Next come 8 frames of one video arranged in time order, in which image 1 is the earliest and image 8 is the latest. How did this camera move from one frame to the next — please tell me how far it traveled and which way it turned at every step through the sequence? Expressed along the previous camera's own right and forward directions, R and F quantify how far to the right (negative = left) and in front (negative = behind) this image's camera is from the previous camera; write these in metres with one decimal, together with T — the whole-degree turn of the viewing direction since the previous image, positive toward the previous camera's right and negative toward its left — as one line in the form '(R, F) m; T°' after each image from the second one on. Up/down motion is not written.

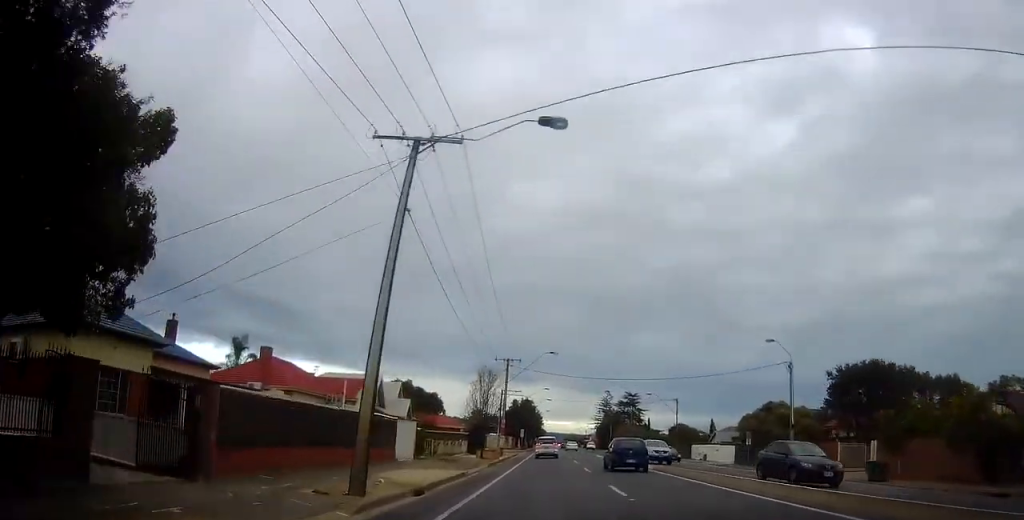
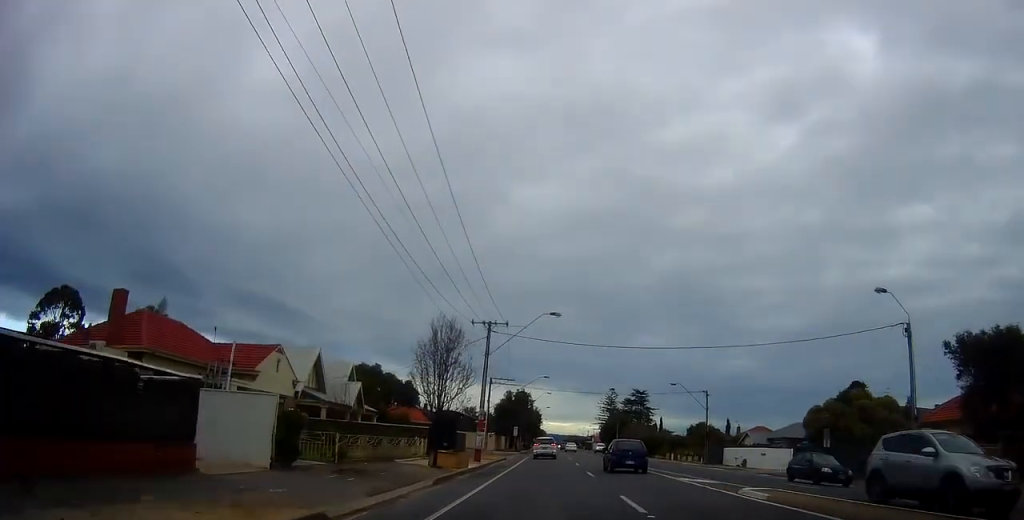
(-0.4, +14.7) m; 0°
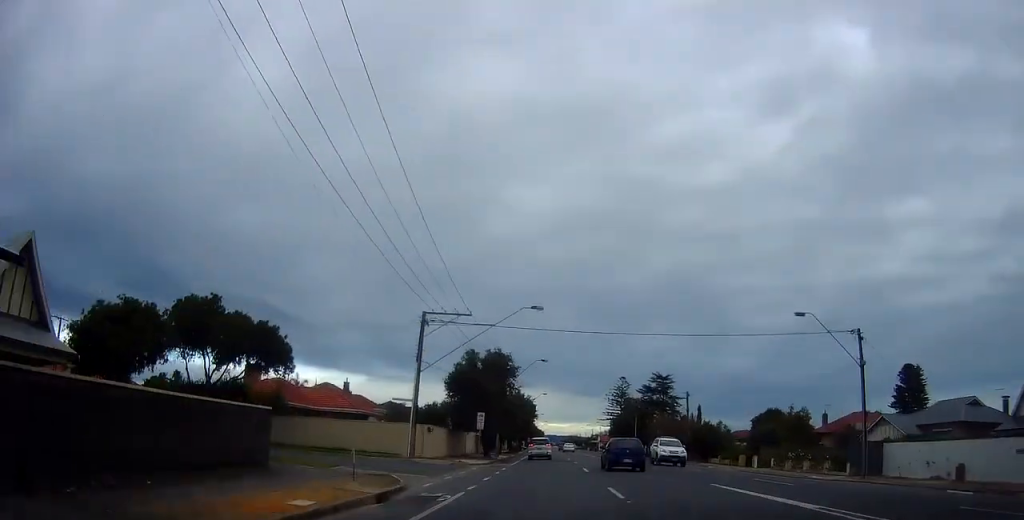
(-0.8, +32.5) m; -1°
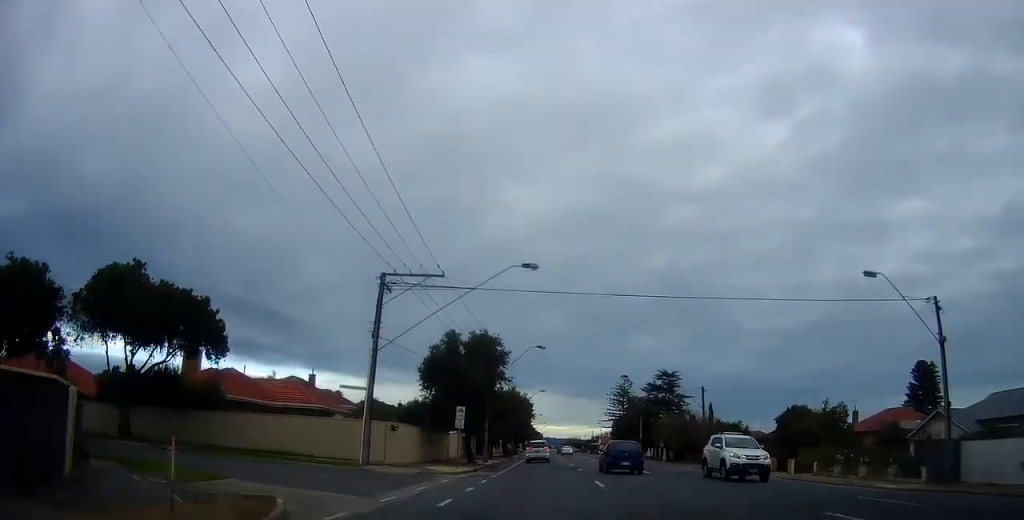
(+0.4, +7.5) m; 0°
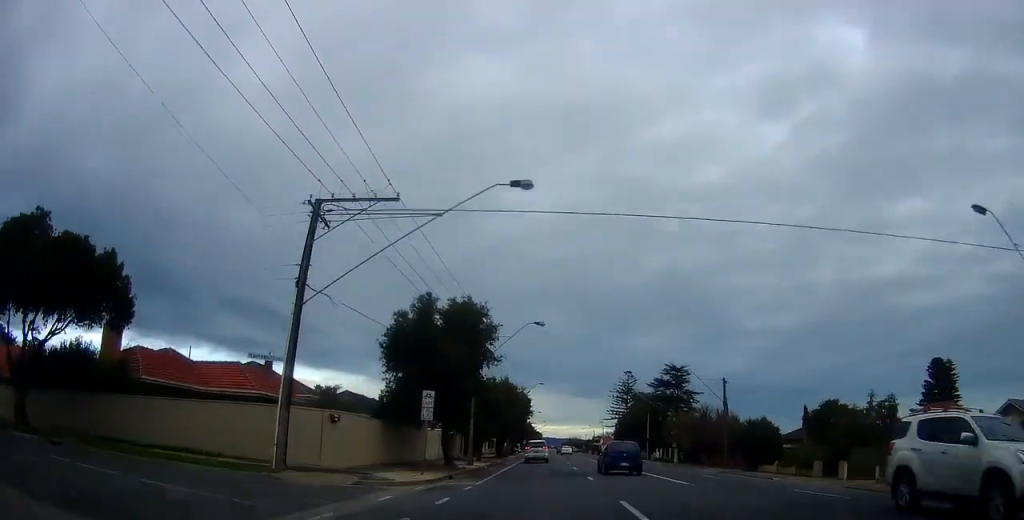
(+0.4, +7.5) m; 0°
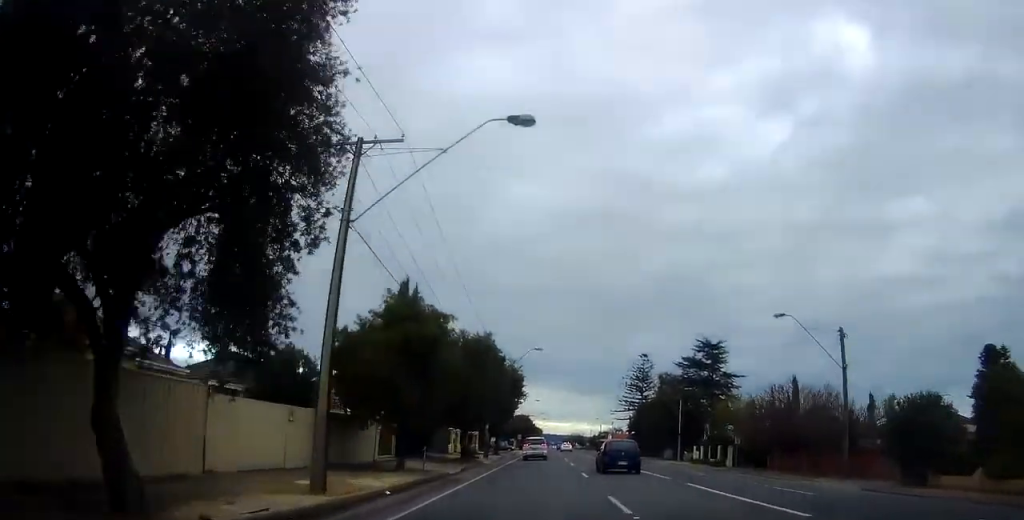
(-0.5, +22.1) m; +1°
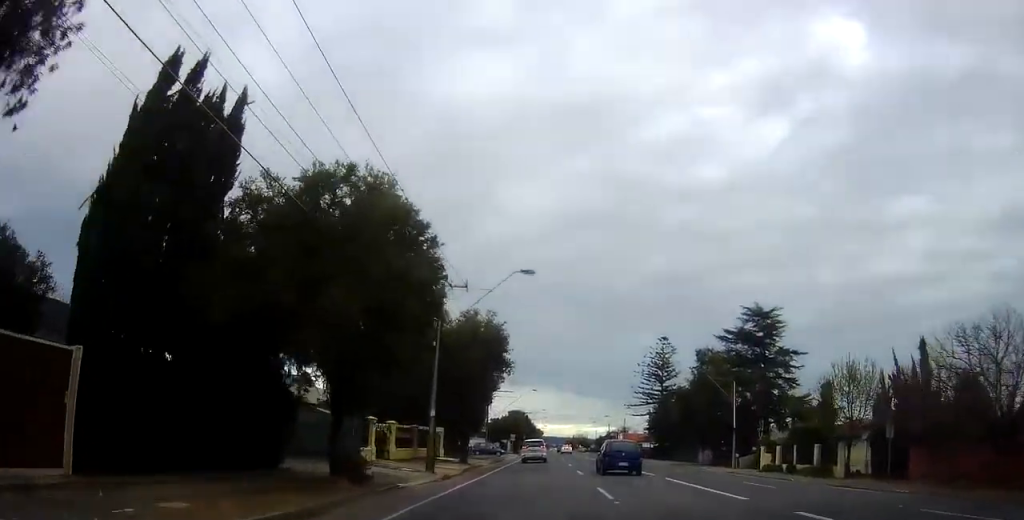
(+0.3, +20.4) m; +1°
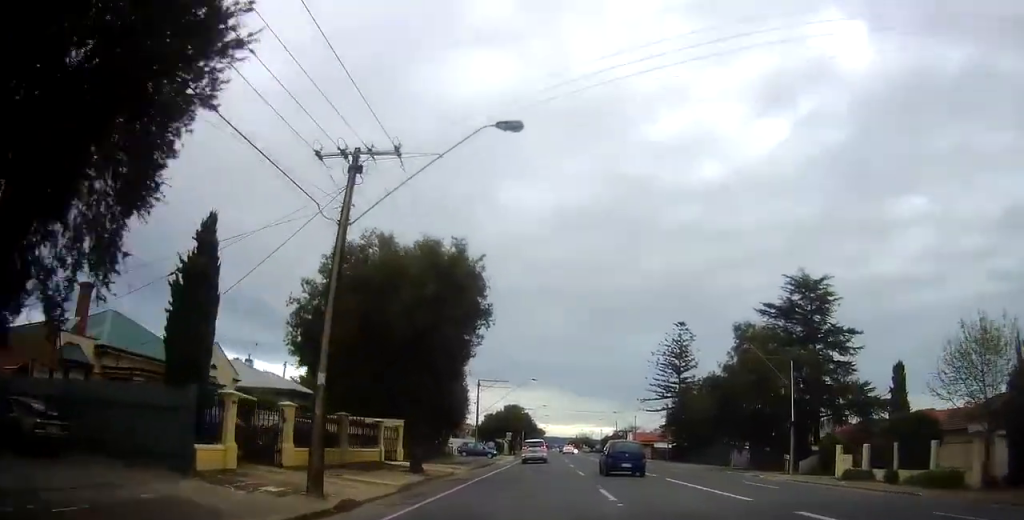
(0.0, +11.8) m; -1°
